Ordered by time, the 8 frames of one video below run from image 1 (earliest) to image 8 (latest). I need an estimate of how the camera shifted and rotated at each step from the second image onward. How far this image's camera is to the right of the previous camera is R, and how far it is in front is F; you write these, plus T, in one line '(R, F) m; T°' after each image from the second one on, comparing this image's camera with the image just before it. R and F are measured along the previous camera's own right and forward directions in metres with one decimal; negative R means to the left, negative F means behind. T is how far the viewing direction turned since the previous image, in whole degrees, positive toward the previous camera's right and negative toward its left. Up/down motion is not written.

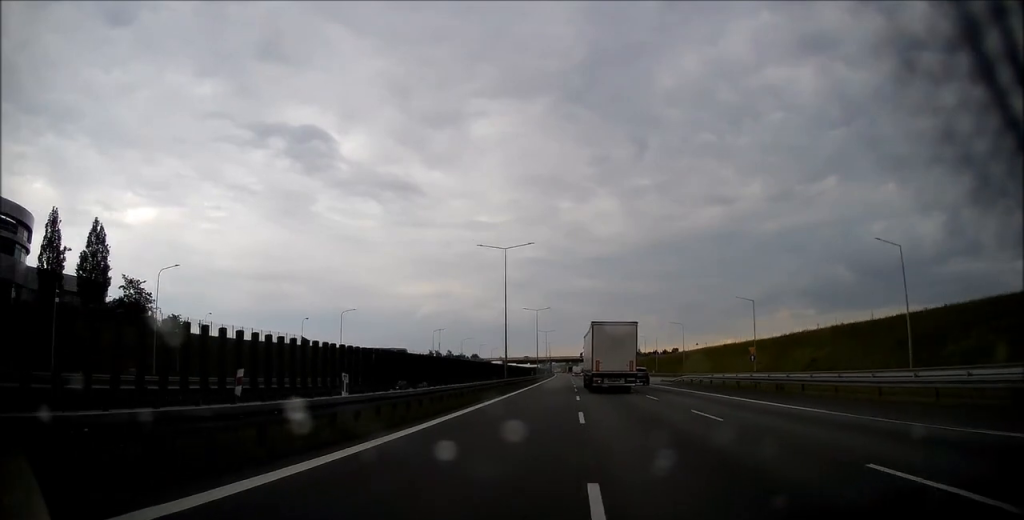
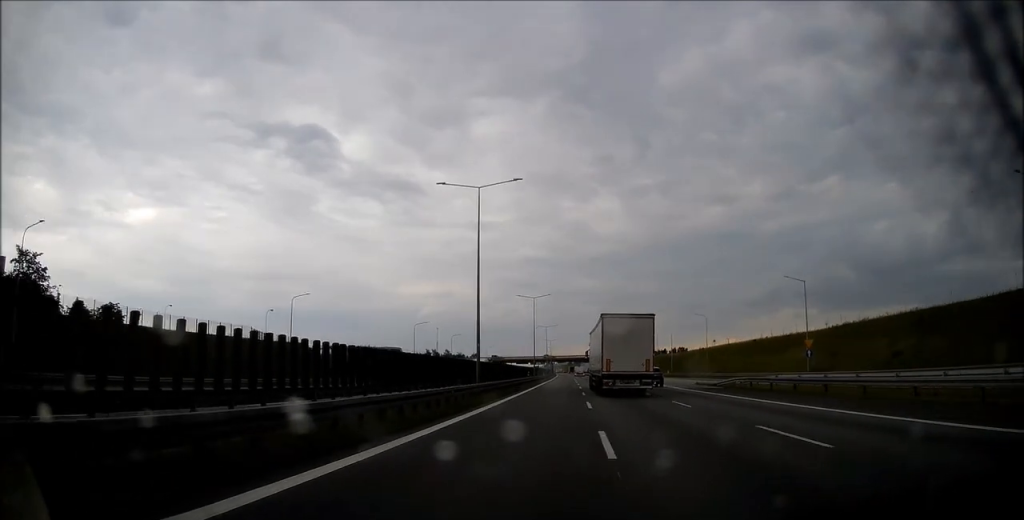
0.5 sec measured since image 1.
(-0.1, +17.9) m; 0°
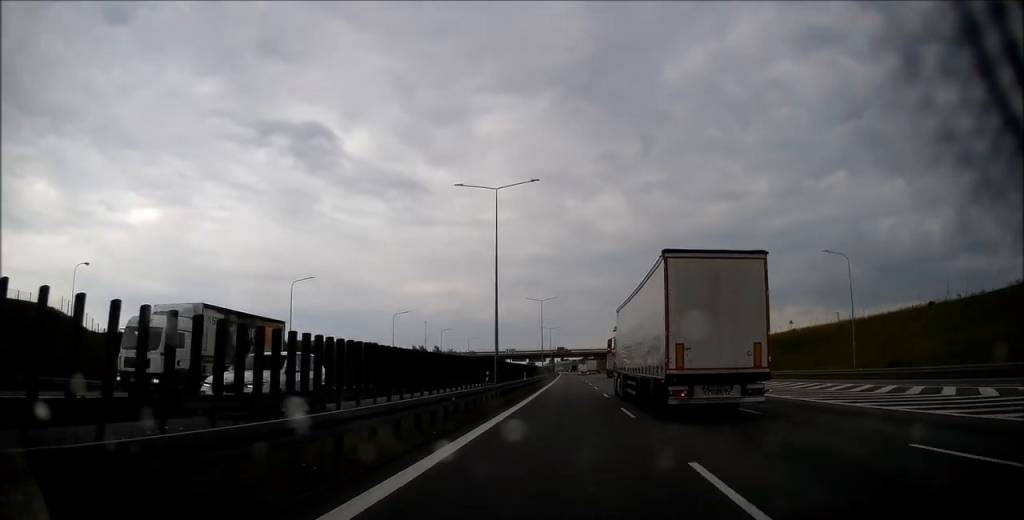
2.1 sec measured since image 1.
(-0.4, +52.7) m; -1°
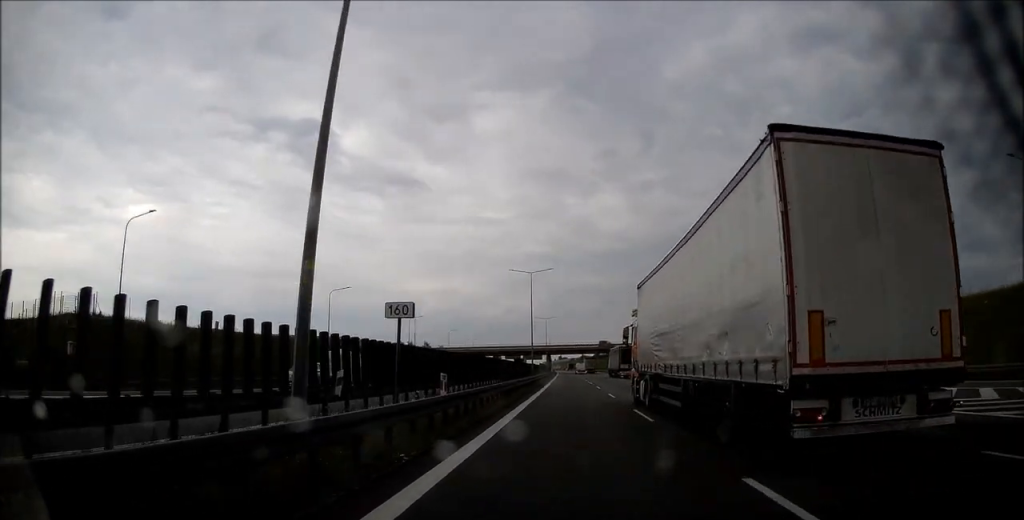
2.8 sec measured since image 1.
(0.0, +25.5) m; 0°
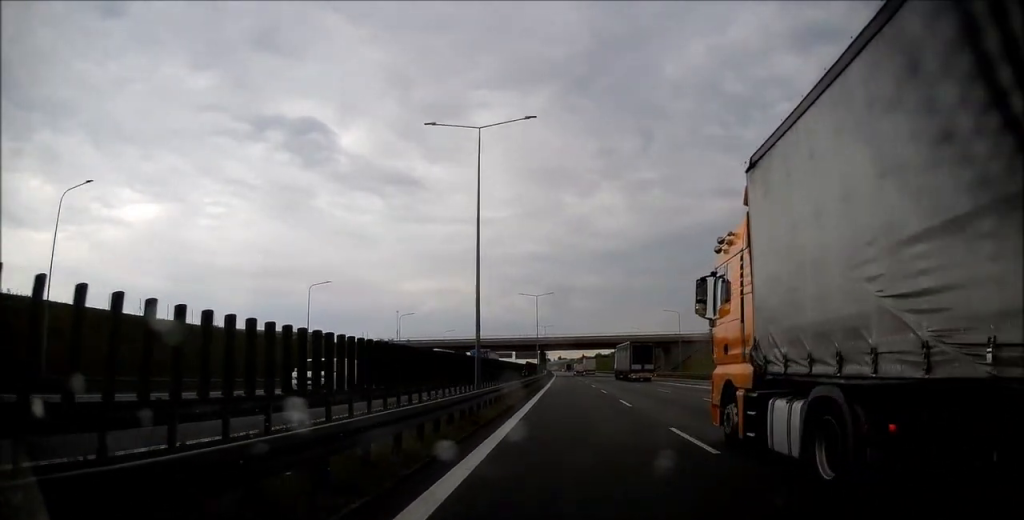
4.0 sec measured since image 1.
(+0.4, +41.9) m; 0°
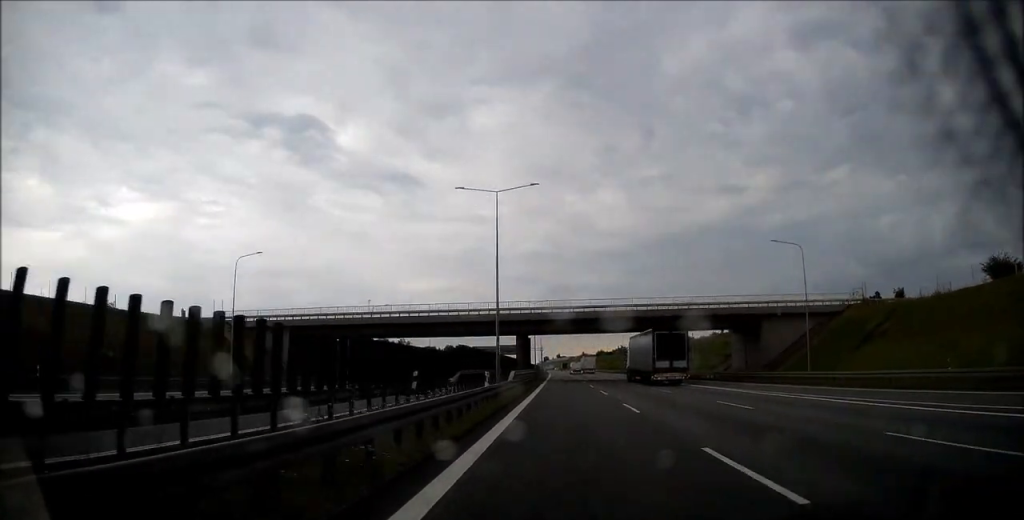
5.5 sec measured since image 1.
(-0.5, +52.2) m; 0°
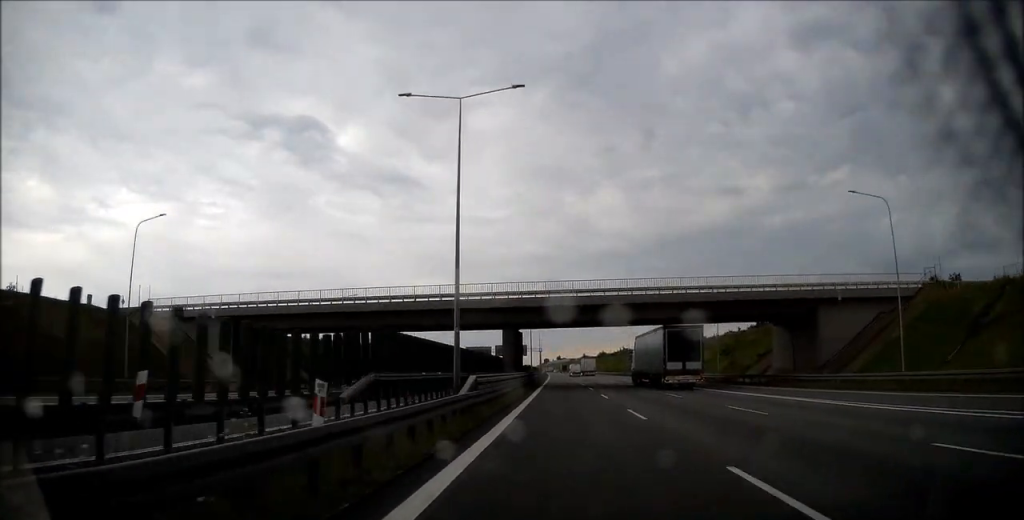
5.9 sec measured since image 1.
(+0.1, +13.8) m; 0°
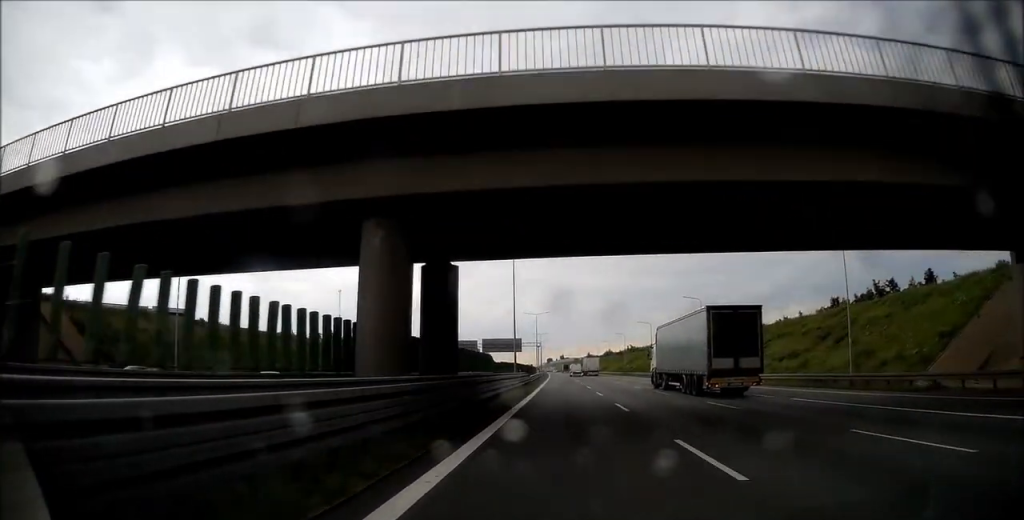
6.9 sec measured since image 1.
(+0.2, +33.4) m; 0°
